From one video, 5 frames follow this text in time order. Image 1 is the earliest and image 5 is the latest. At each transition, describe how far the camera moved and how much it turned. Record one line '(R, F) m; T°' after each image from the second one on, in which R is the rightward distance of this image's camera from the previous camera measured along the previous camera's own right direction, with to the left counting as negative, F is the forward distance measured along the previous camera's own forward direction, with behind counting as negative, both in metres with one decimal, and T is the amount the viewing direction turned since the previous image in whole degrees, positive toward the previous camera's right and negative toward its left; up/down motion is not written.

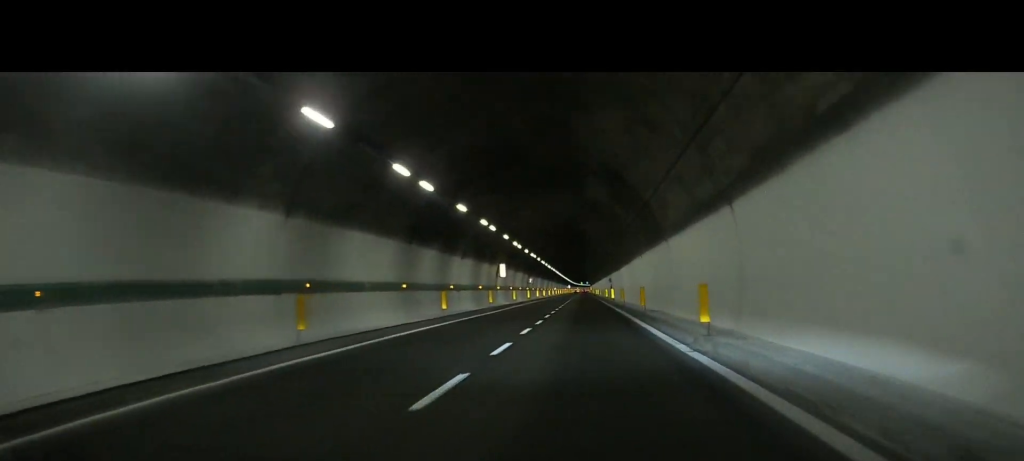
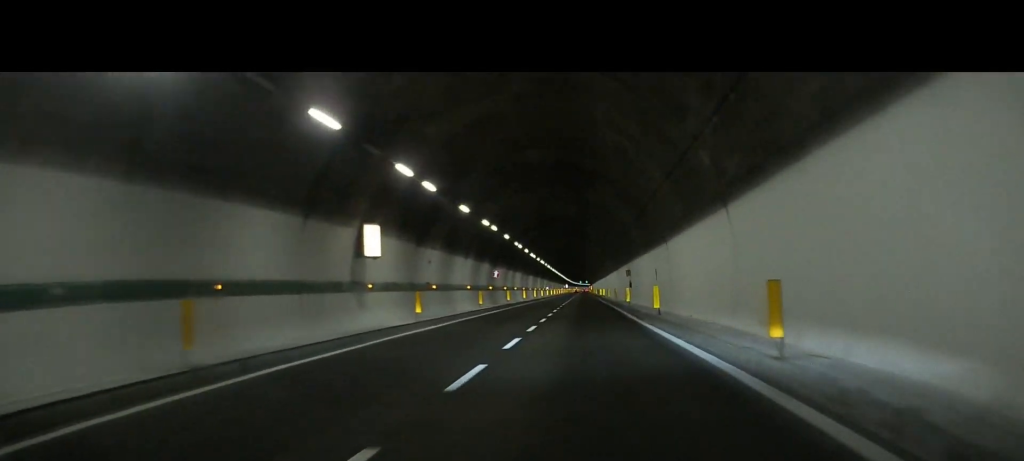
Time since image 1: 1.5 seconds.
(0.0, +36.0) m; 0°
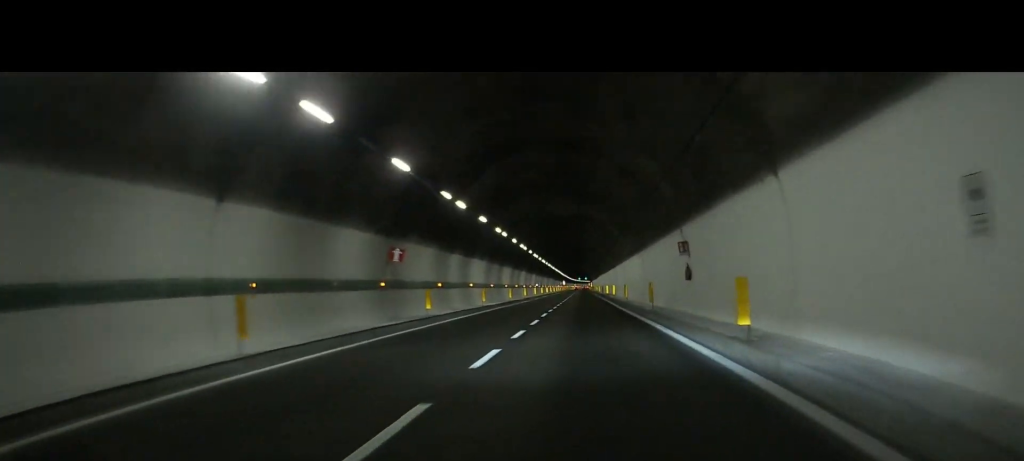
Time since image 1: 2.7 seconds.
(0.0, +29.3) m; 0°
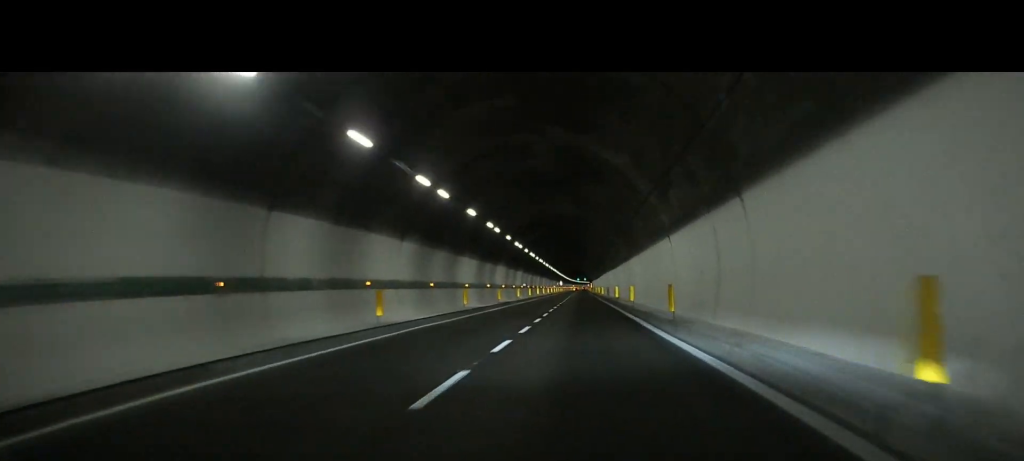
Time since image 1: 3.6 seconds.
(0.0, +22.0) m; 0°
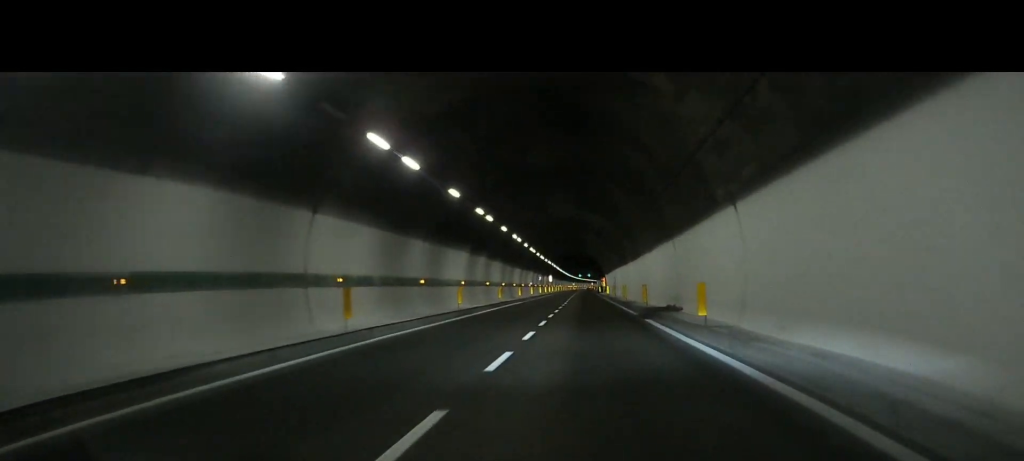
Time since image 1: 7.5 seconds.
(+0.1, +97.6) m; 0°
